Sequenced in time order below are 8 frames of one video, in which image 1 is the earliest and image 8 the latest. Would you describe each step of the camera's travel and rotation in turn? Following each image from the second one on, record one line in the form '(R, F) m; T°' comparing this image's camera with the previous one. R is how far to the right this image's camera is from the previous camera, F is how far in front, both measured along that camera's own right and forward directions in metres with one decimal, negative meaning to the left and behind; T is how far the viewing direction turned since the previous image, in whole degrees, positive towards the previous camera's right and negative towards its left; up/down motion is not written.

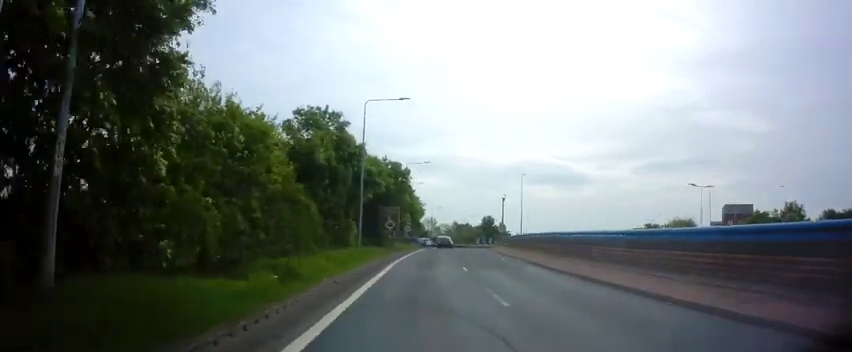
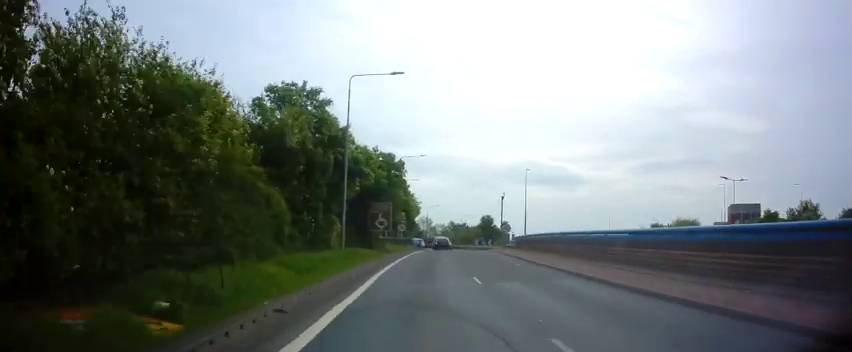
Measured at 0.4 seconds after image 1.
(0.0, +5.2) m; +1°
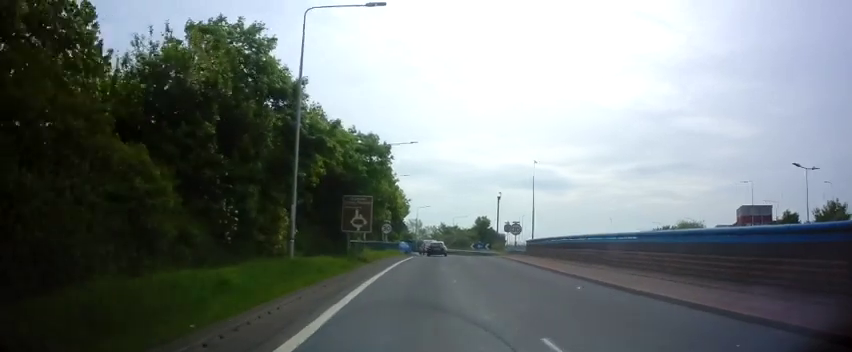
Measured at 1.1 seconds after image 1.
(+0.3, +8.7) m; +1°
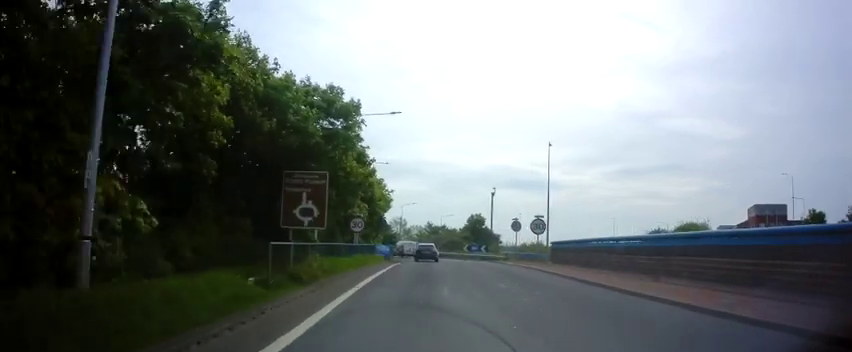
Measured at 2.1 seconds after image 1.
(+0.1, +10.7) m; +1°
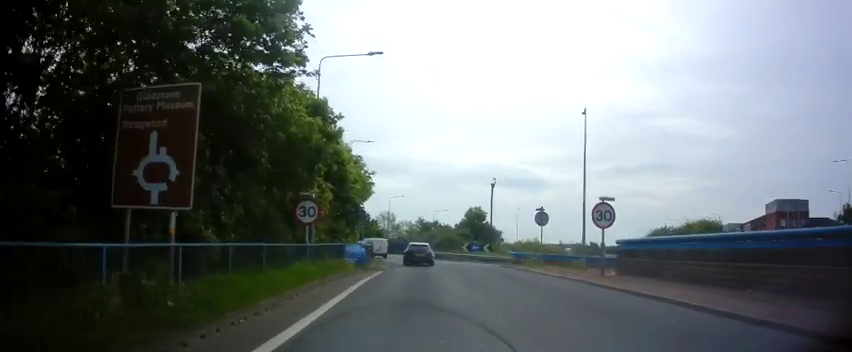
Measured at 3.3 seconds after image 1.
(+0.1, +10.8) m; 0°
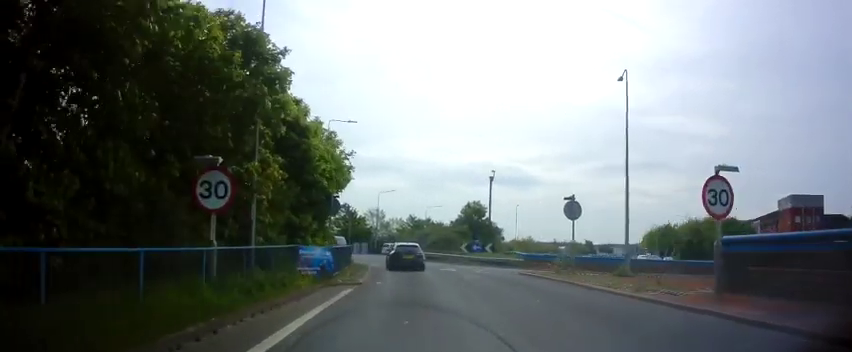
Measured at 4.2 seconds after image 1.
(-0.1, +7.2) m; +4°
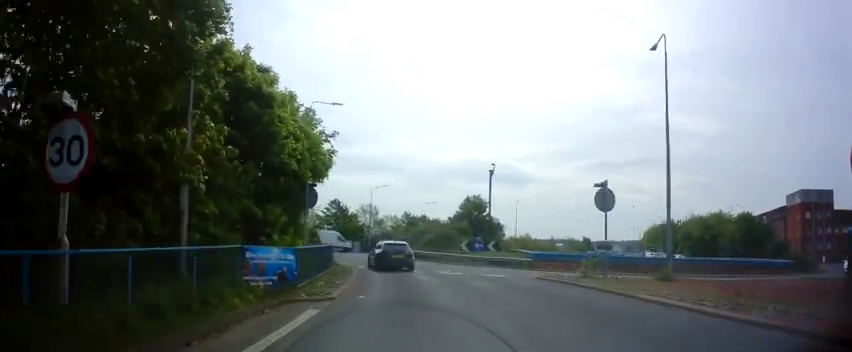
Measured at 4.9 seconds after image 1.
(+0.3, +4.3) m; +2°
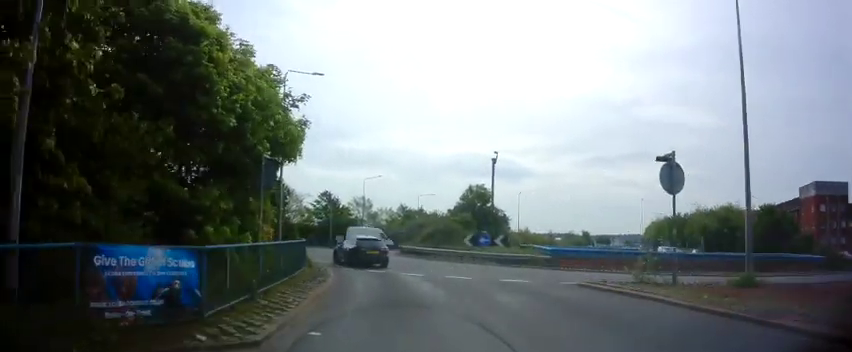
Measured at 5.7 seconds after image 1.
(+0.3, +5.3) m; 0°
